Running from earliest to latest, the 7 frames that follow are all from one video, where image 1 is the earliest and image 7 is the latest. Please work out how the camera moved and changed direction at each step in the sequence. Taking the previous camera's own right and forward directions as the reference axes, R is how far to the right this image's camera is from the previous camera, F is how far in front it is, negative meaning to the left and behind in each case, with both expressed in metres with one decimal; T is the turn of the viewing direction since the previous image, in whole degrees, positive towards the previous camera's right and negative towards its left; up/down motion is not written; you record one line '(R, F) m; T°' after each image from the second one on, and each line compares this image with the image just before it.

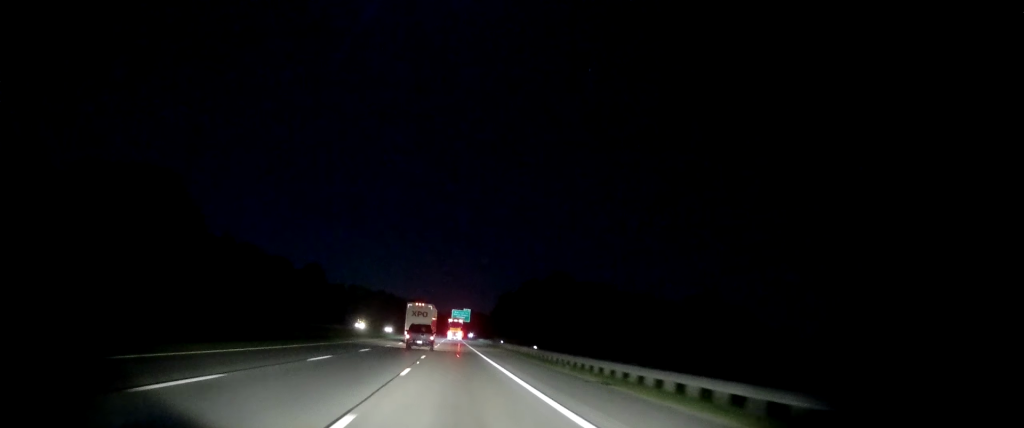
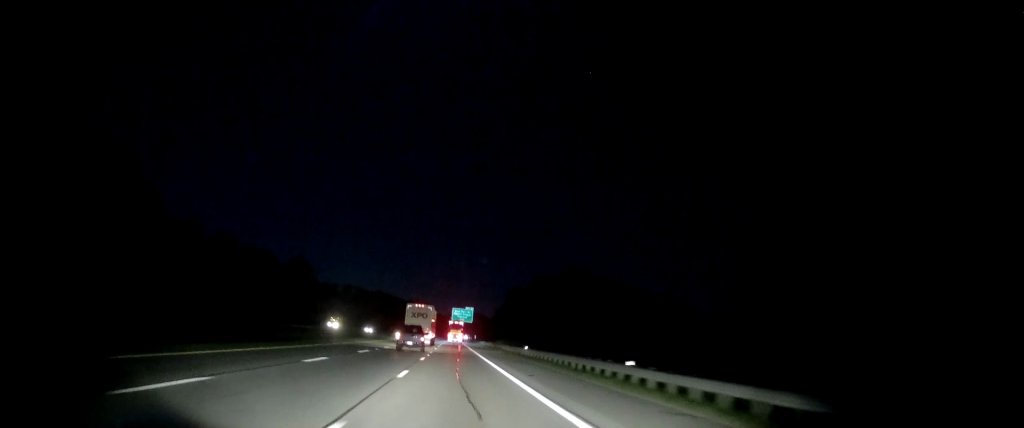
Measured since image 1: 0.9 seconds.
(+0.1, +25.2) m; 0°
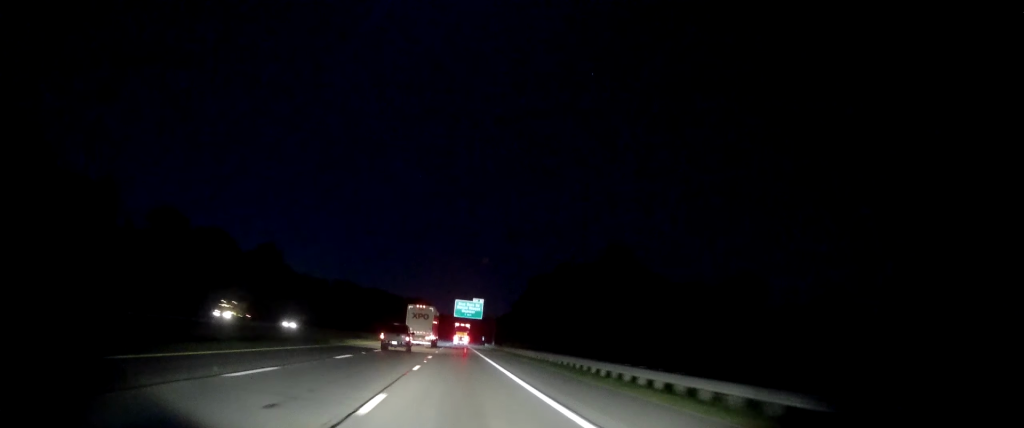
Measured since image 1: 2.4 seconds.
(+0.3, +44.5) m; -1°
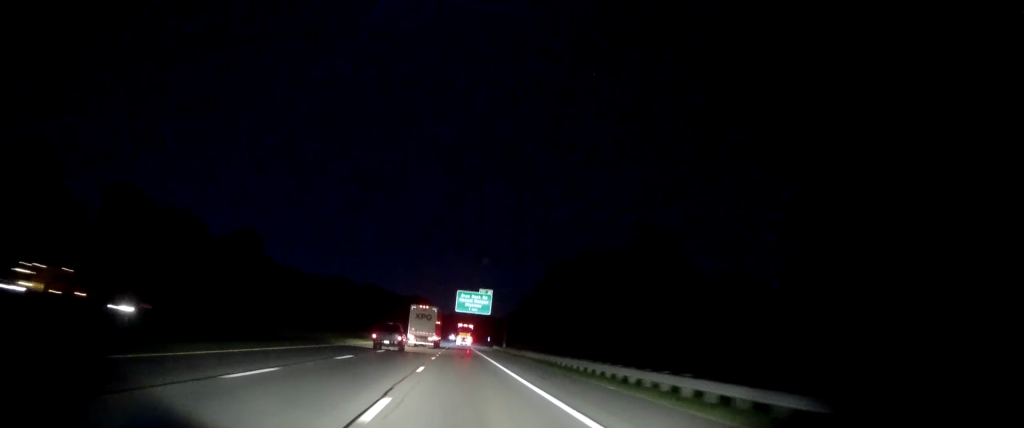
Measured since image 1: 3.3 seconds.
(-0.6, +24.9) m; 0°
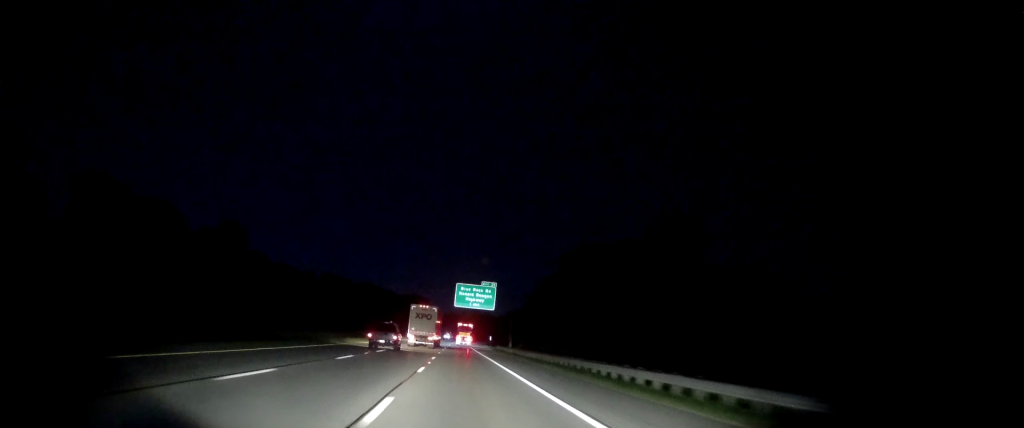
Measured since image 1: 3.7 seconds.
(+0.3, +12.5) m; +1°
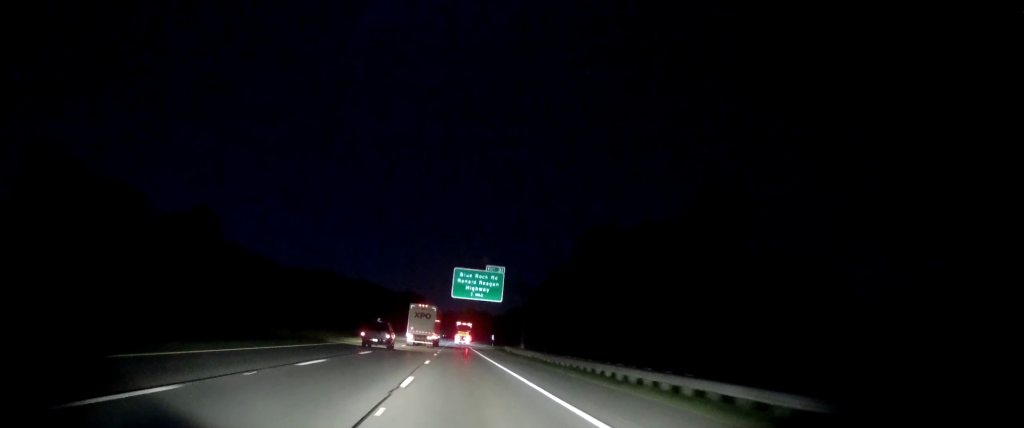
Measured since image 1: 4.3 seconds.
(+0.3, +18.2) m; +1°
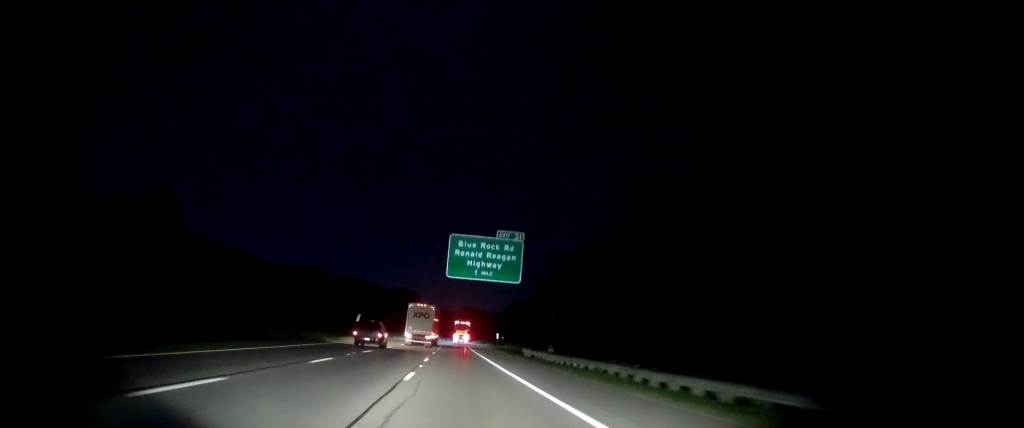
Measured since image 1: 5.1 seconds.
(0.0, +22.1) m; 0°
